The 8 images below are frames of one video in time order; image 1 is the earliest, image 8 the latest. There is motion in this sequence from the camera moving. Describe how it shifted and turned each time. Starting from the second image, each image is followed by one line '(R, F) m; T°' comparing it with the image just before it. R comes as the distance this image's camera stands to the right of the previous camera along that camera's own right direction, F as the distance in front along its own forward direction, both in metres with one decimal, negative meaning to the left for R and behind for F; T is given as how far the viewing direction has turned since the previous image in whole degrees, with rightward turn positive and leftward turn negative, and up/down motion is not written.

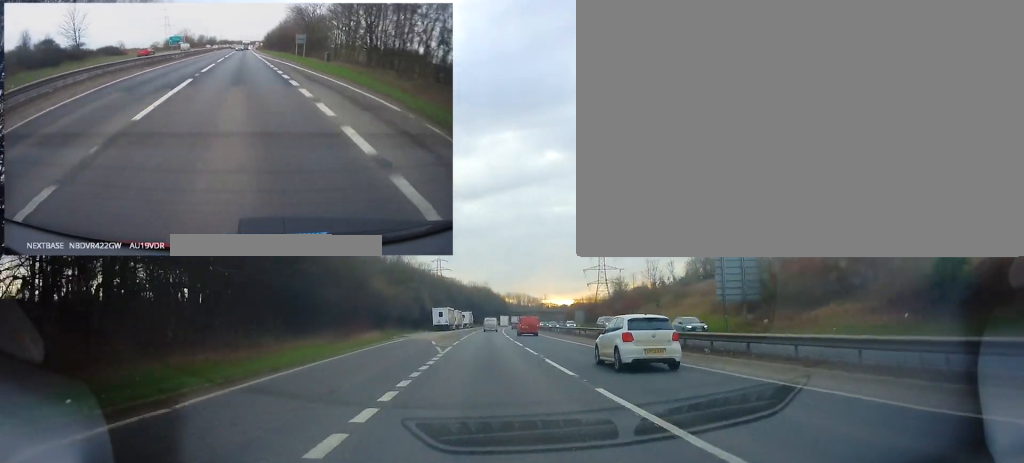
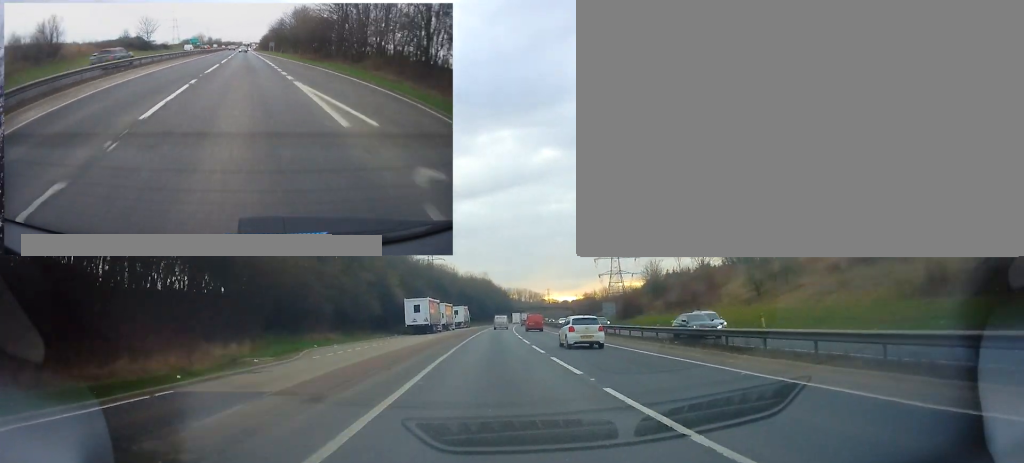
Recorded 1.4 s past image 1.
(+1.8, +35.5) m; +2°
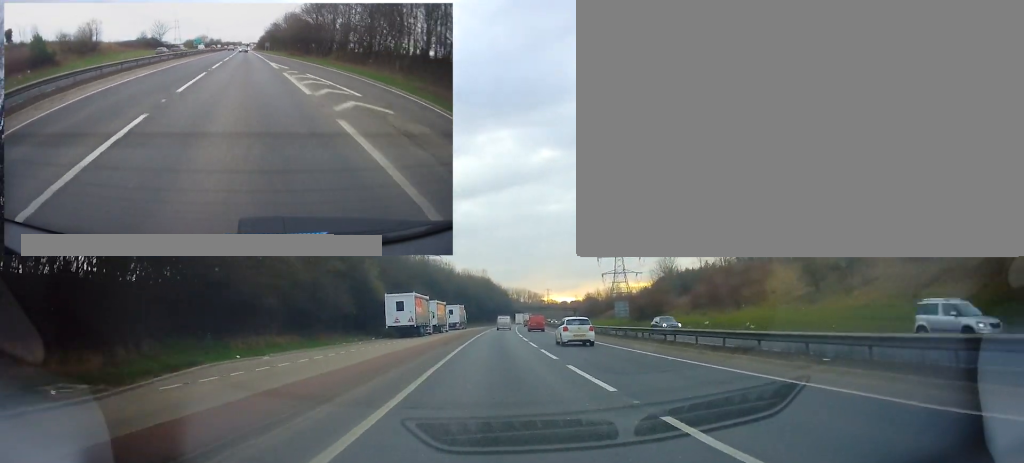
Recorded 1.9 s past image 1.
(0.0, +12.0) m; 0°
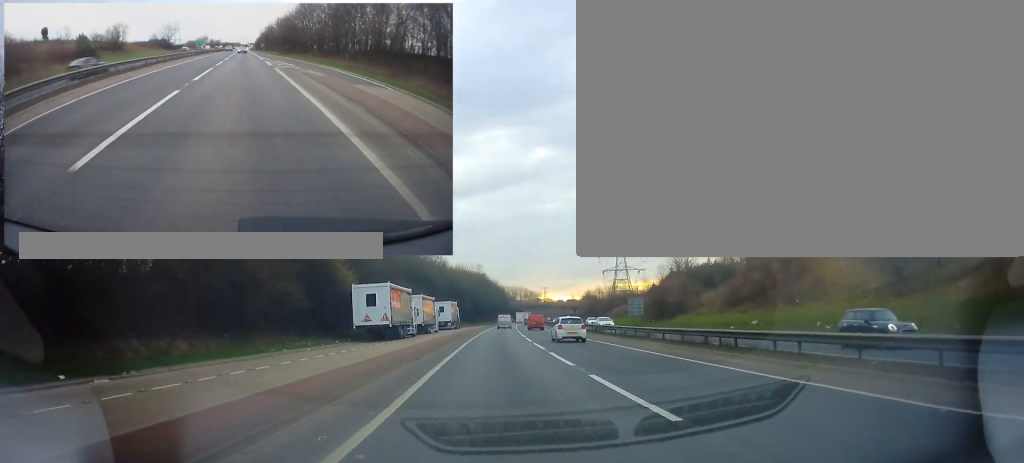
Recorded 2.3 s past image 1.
(-0.2, +12.2) m; +1°
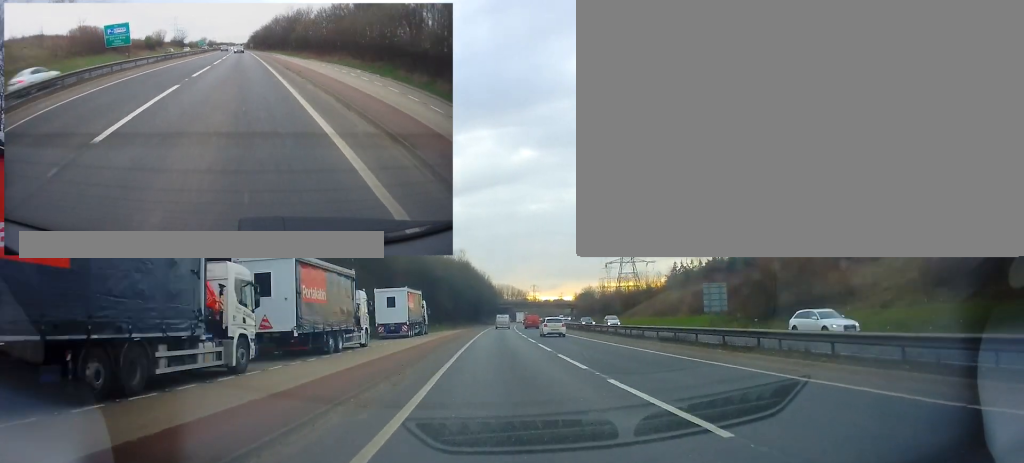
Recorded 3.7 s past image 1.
(+0.8, +36.9) m; +3°
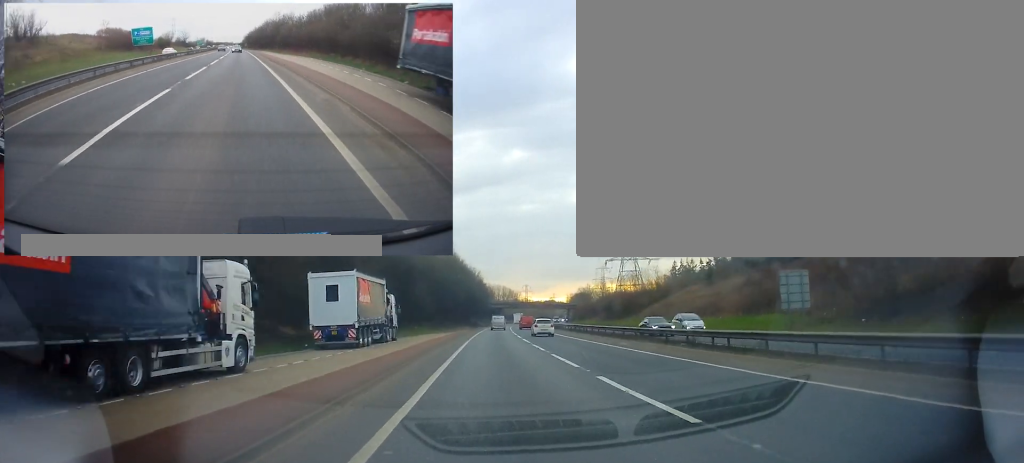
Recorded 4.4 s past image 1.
(+0.2, +16.9) m; 0°
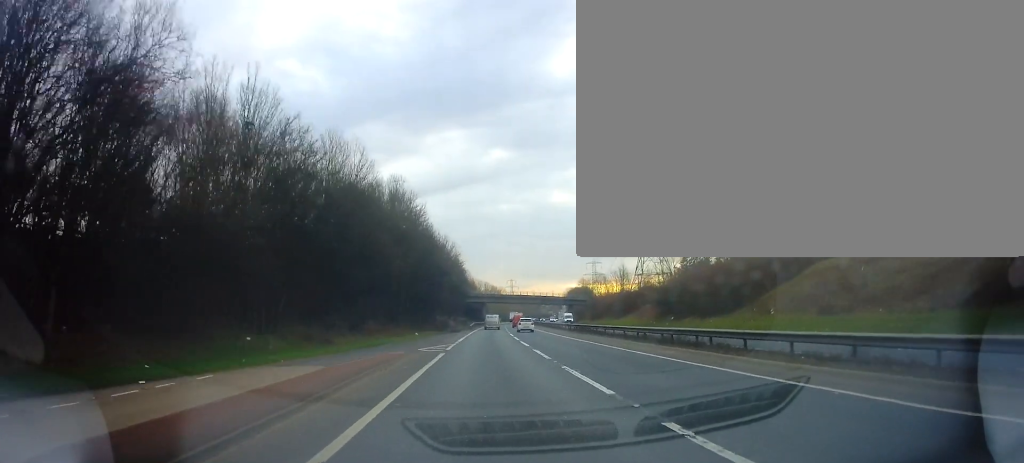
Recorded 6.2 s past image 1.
(+0.5, +50.6) m; +2°
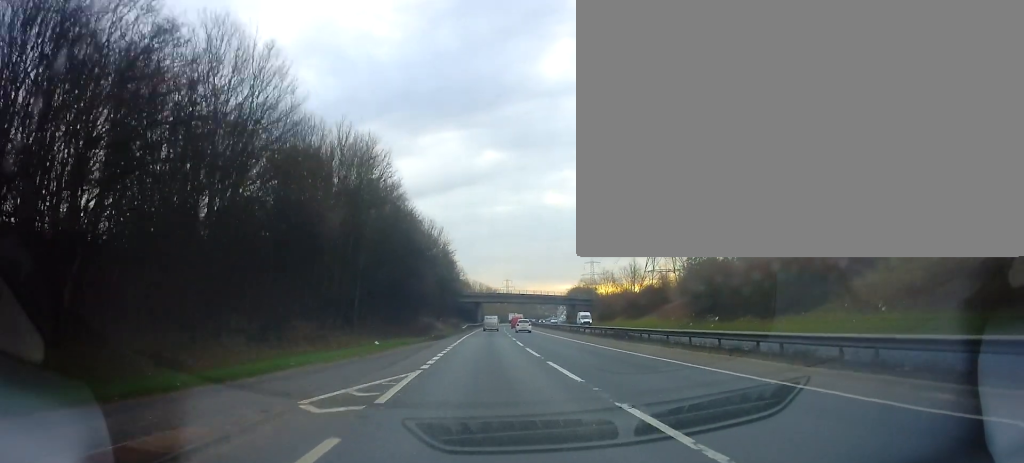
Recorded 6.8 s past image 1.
(+0.1, +15.5) m; +1°
